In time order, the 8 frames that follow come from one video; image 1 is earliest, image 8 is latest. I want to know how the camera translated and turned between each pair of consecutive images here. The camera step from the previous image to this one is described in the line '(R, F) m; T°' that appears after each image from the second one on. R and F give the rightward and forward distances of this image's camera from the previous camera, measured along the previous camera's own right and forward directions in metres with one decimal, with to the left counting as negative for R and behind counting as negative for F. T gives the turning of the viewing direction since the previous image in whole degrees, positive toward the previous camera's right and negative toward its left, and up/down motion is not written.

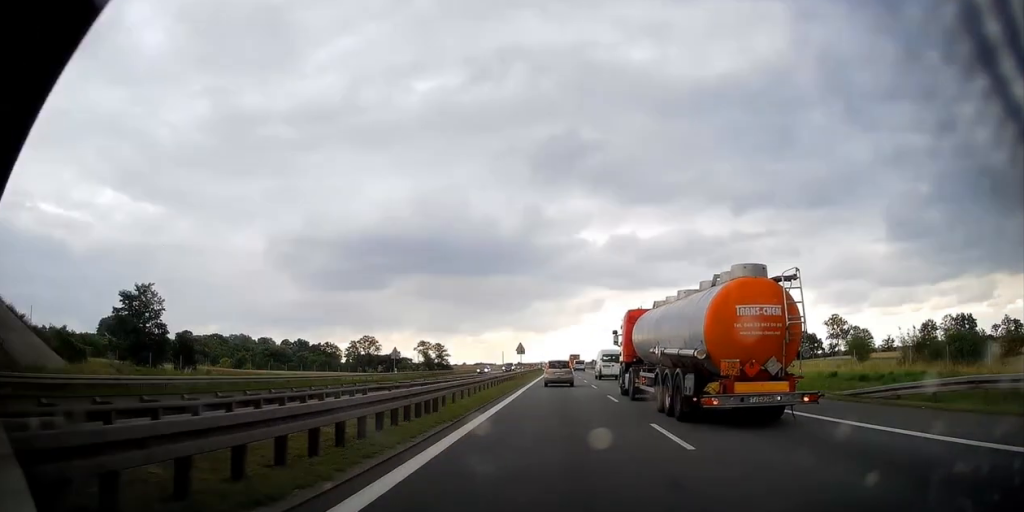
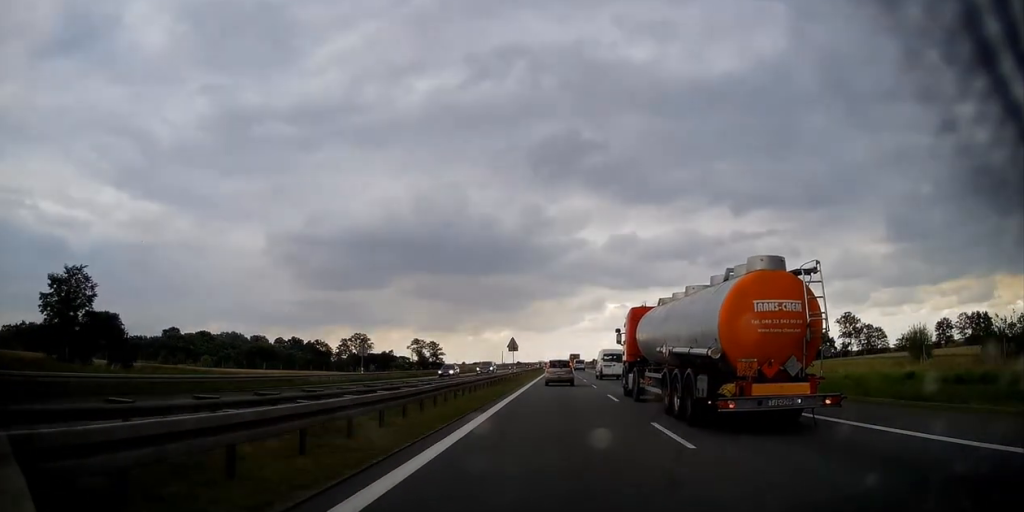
(-0.2, +11.7) m; 0°
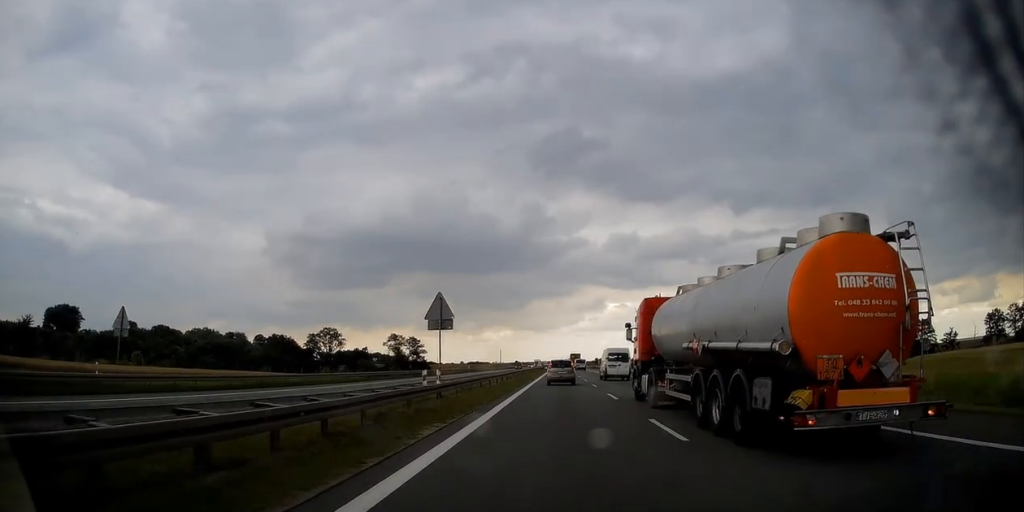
(+0.4, +35.0) m; +1°
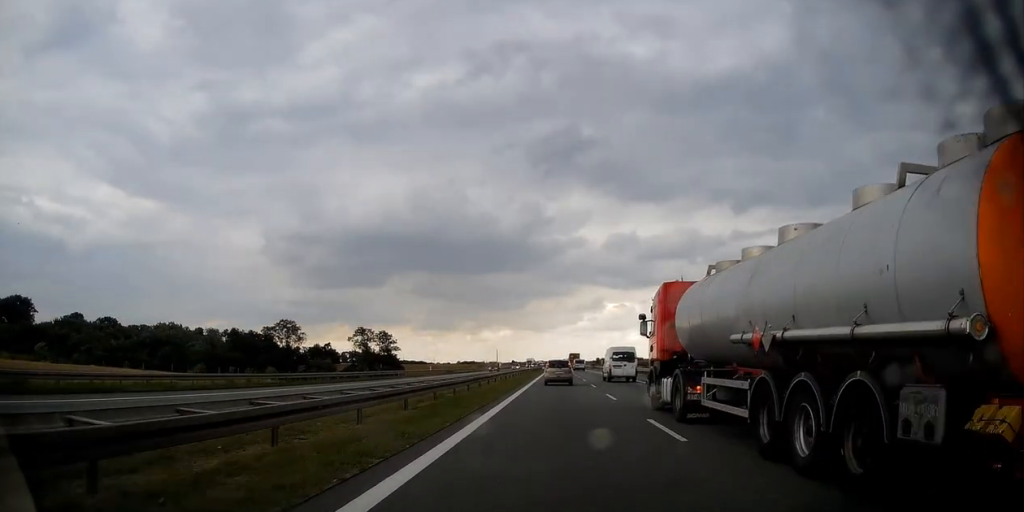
(+0.4, +35.9) m; 0°
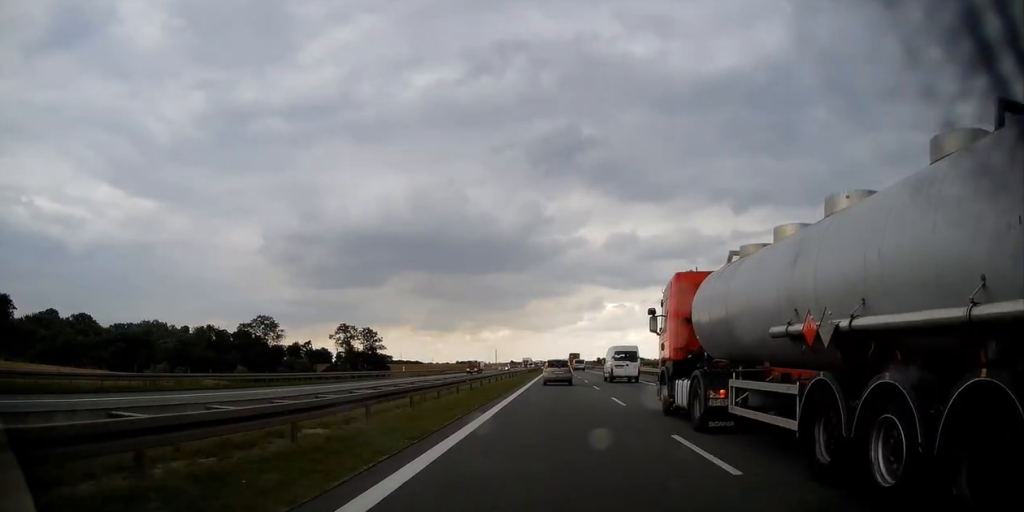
(-0.1, +15.1) m; 0°
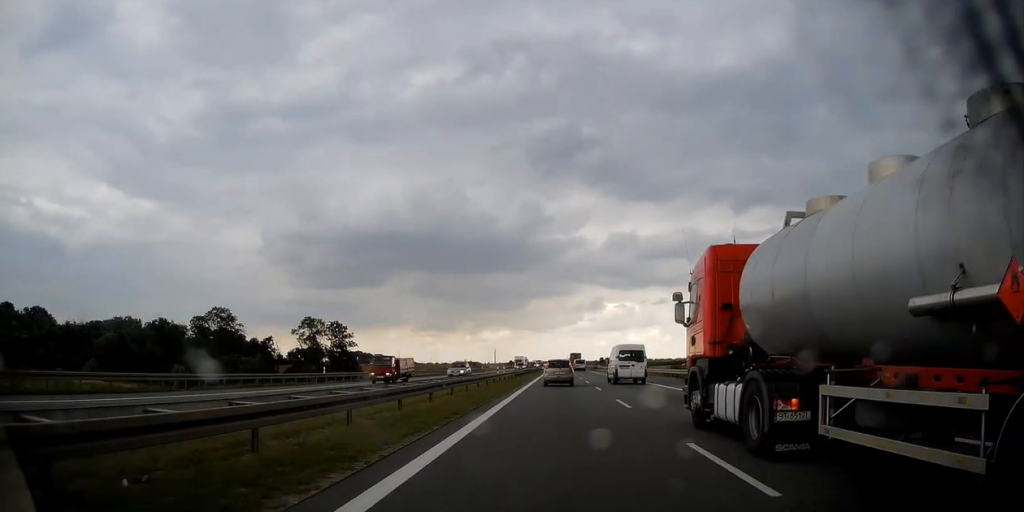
(-0.2, +25.1) m; 0°
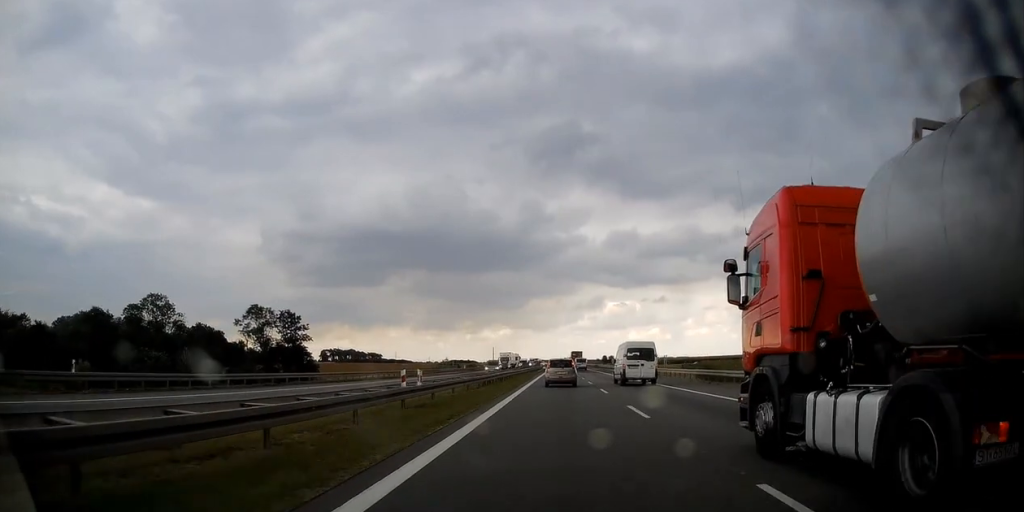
(+0.3, +27.2) m; 0°
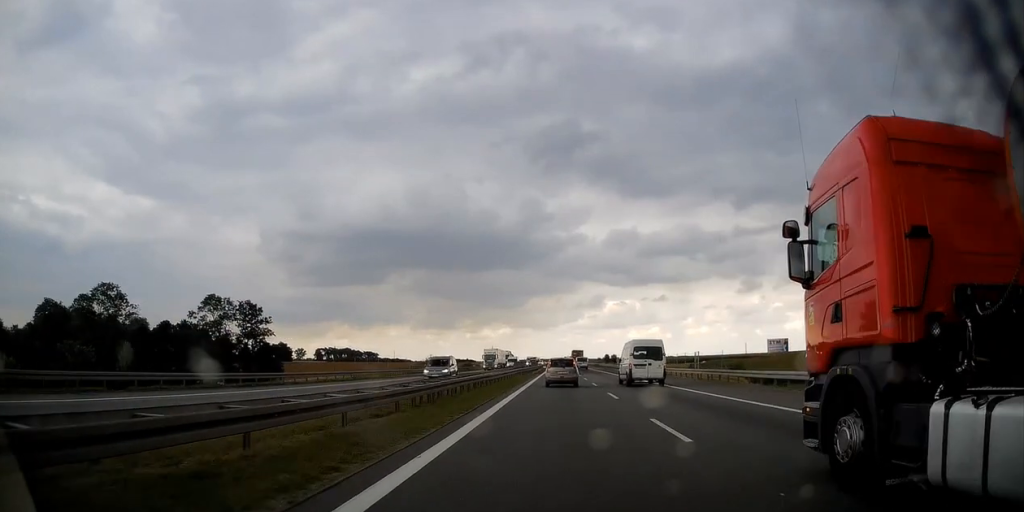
(+0.1, +16.4) m; -1°
